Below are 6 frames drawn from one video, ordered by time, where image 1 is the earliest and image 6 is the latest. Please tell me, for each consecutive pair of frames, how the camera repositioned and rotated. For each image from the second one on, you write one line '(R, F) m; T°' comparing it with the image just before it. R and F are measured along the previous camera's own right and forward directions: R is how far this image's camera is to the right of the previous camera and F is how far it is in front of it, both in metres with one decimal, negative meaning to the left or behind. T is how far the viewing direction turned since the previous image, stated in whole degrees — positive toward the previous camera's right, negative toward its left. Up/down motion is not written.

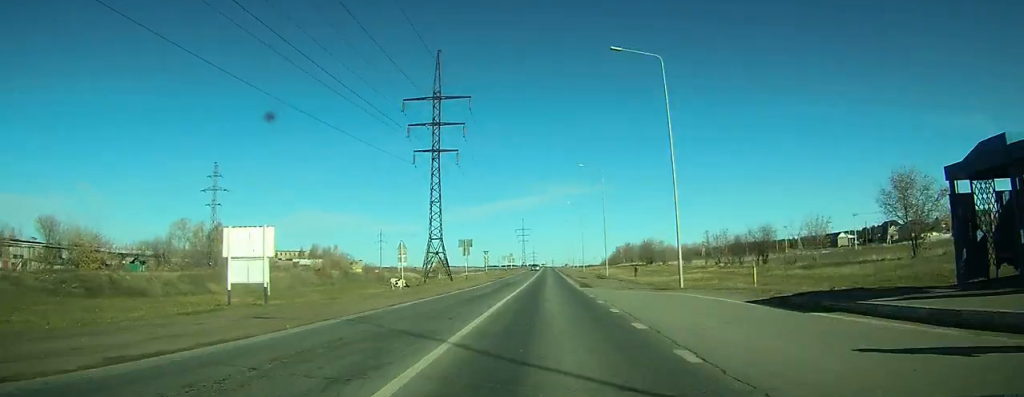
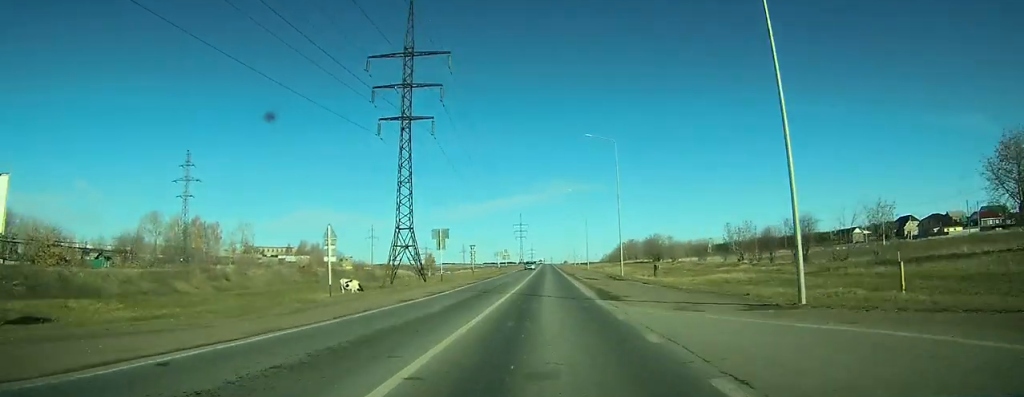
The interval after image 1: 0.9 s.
(-0.1, +14.2) m; 0°
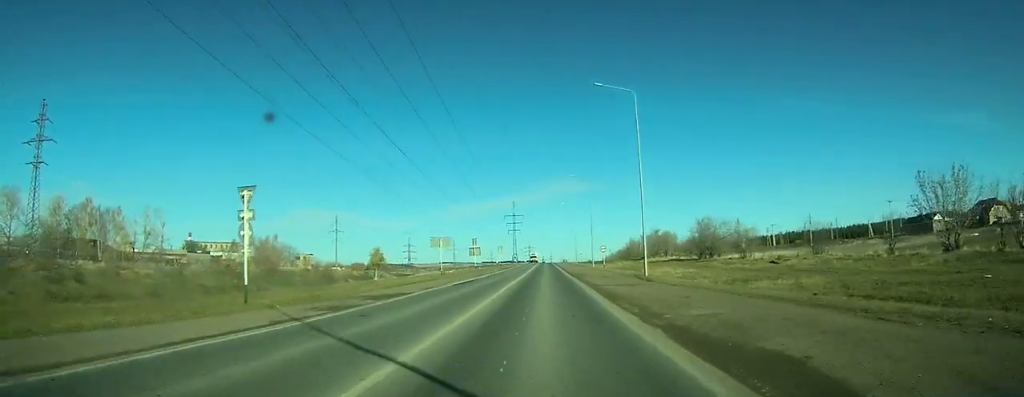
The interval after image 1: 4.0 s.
(+0.6, +53.6) m; +1°
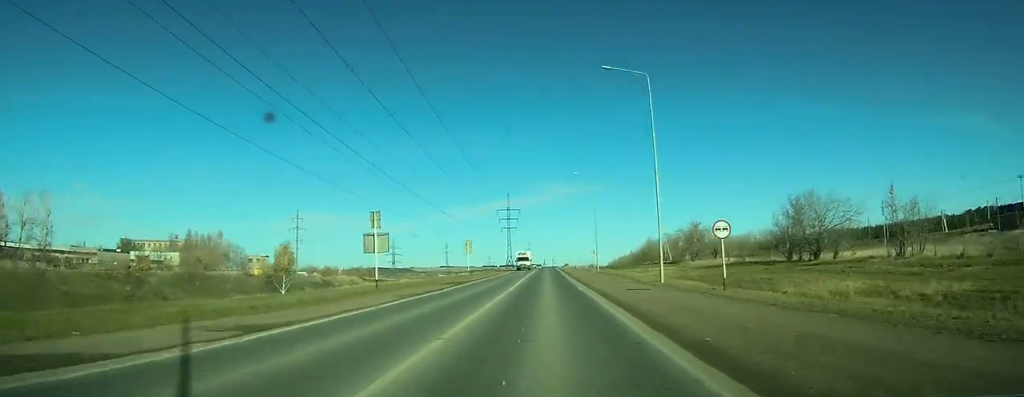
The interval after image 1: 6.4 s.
(-0.2, +44.4) m; -1°
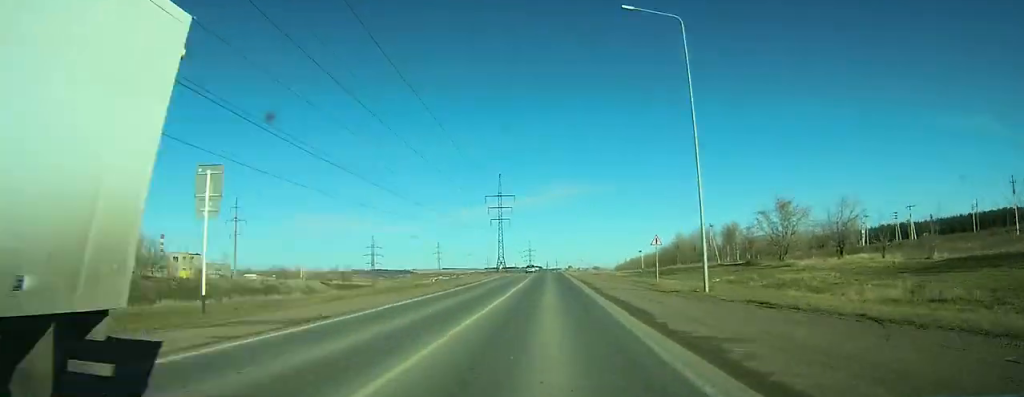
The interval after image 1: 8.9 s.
(-0.2, +47.8) m; -1°
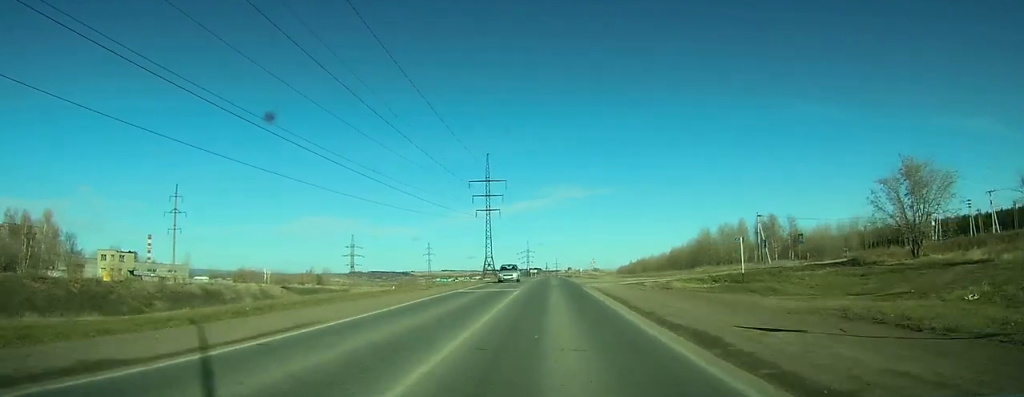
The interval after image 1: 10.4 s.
(-0.1, +30.7) m; 0°
